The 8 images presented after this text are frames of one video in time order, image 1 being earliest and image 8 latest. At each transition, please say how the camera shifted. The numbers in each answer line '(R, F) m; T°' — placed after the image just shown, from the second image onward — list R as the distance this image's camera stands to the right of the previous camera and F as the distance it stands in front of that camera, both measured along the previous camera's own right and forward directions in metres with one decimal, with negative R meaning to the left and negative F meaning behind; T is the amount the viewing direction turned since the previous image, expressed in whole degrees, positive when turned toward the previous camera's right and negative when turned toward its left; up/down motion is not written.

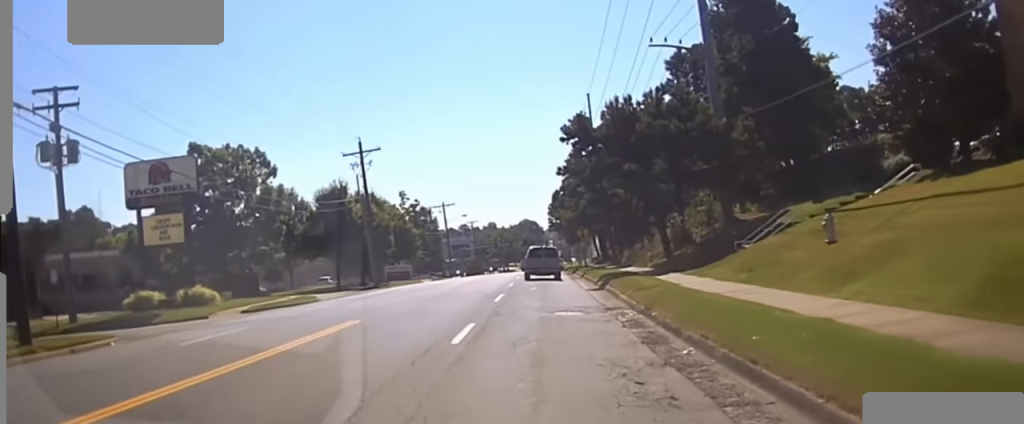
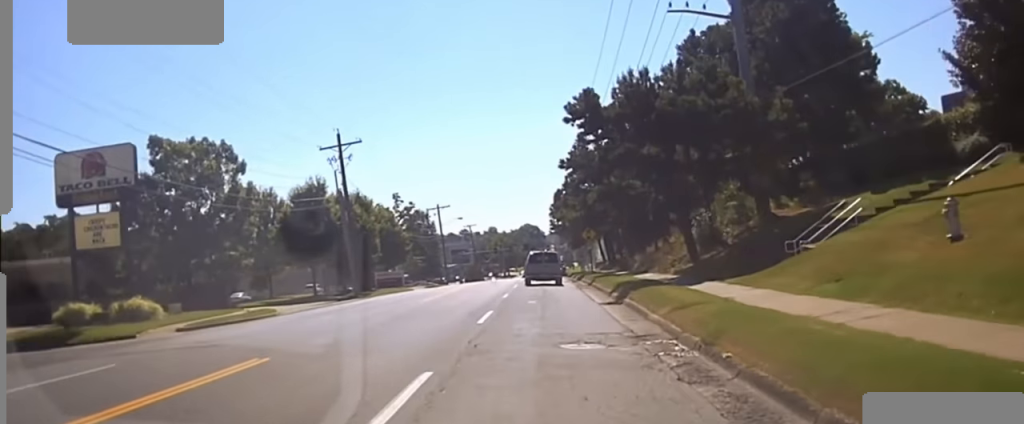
(0.0, +5.5) m; 0°
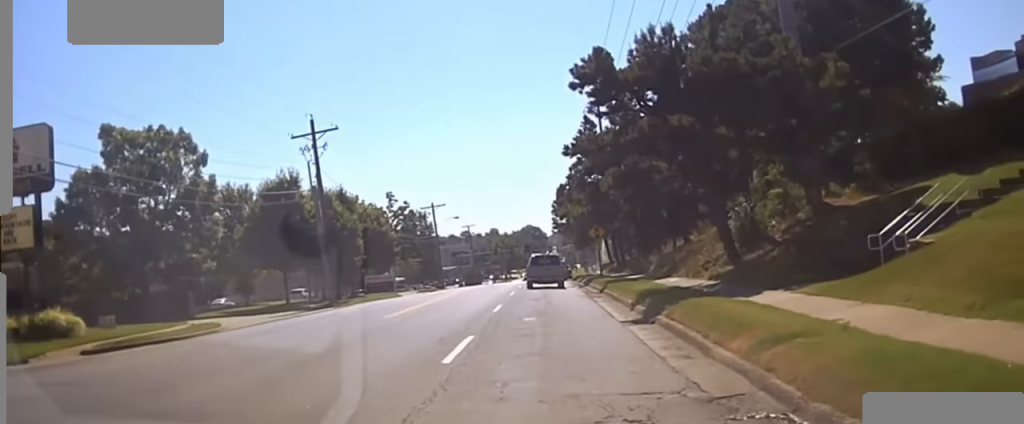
(0.0, +5.8) m; +1°
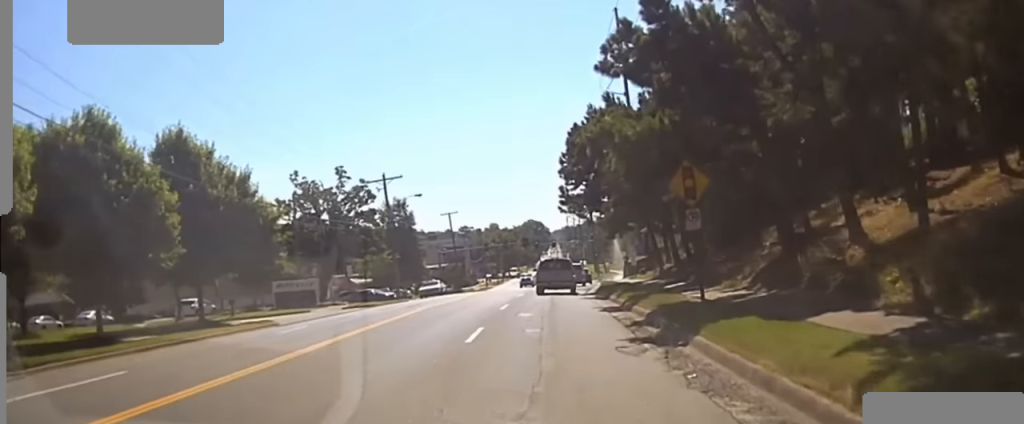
(+0.2, +36.2) m; +1°
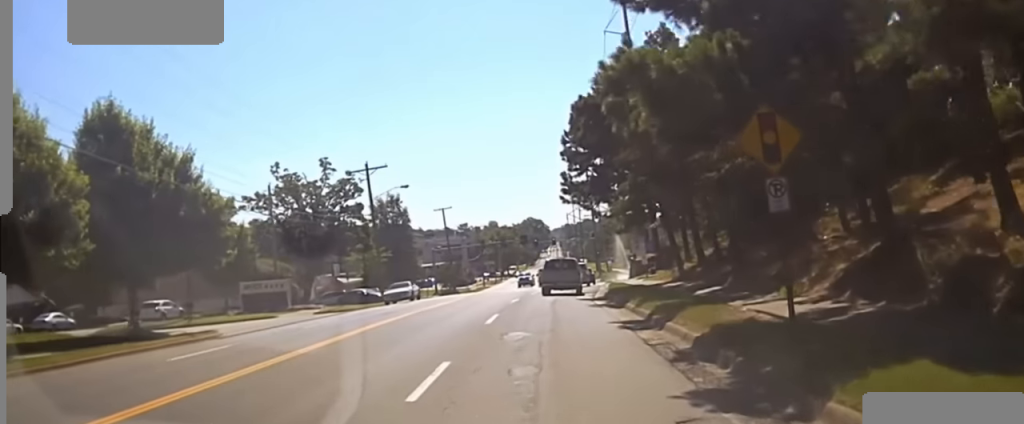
(+0.1, +9.1) m; 0°
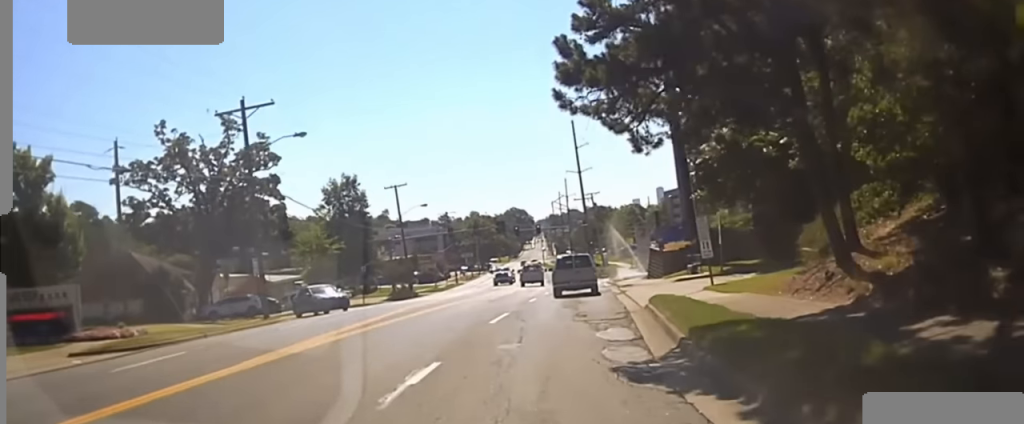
(-0.3, +27.3) m; 0°
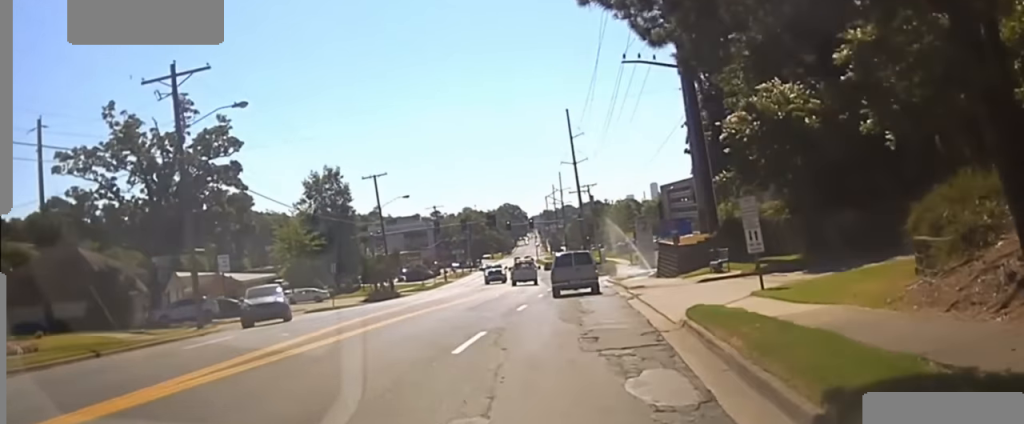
(+0.3, +7.1) m; 0°
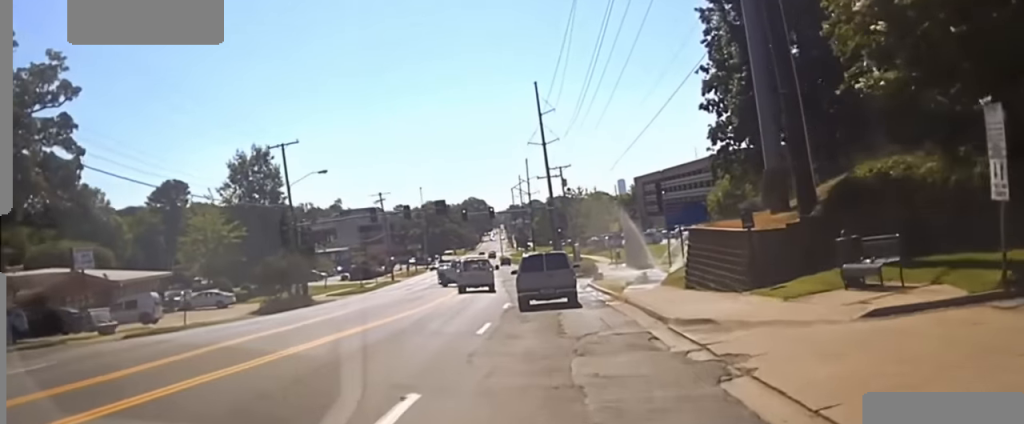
(-0.4, +18.9) m; -2°
